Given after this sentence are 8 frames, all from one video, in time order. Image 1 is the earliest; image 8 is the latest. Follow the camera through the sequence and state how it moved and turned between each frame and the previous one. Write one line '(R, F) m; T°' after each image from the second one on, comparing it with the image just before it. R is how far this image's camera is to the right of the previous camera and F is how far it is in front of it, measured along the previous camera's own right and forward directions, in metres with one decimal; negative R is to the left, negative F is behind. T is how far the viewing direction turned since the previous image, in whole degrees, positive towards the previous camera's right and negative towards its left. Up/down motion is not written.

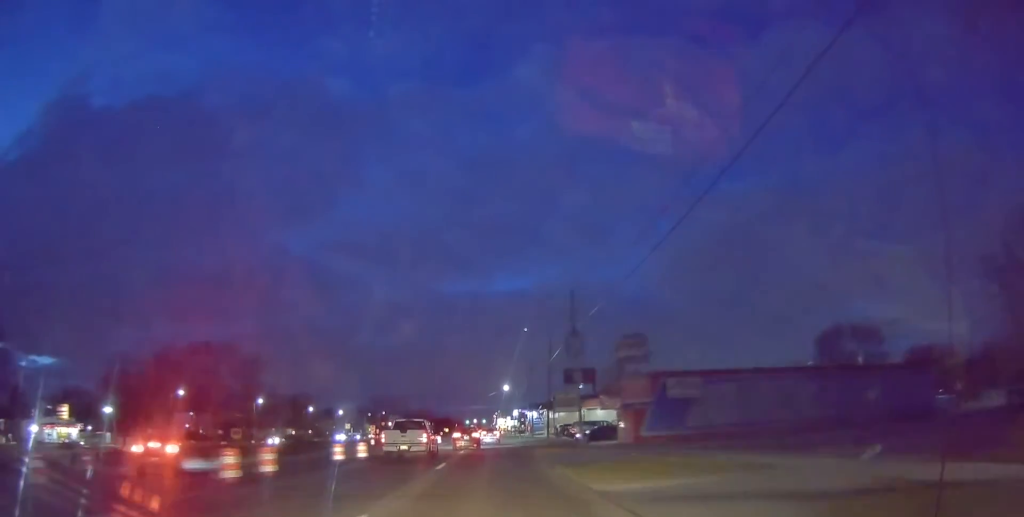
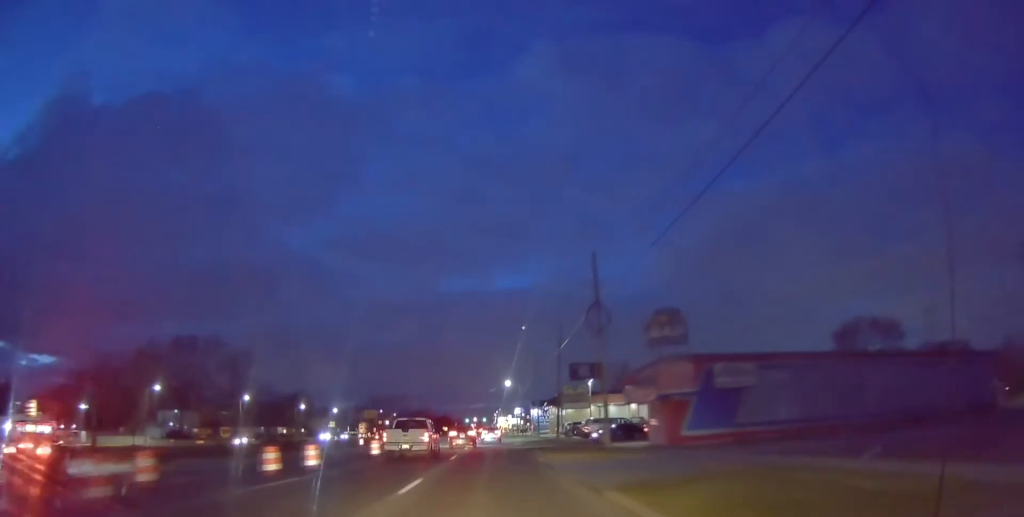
(+0.2, +8.4) m; 0°
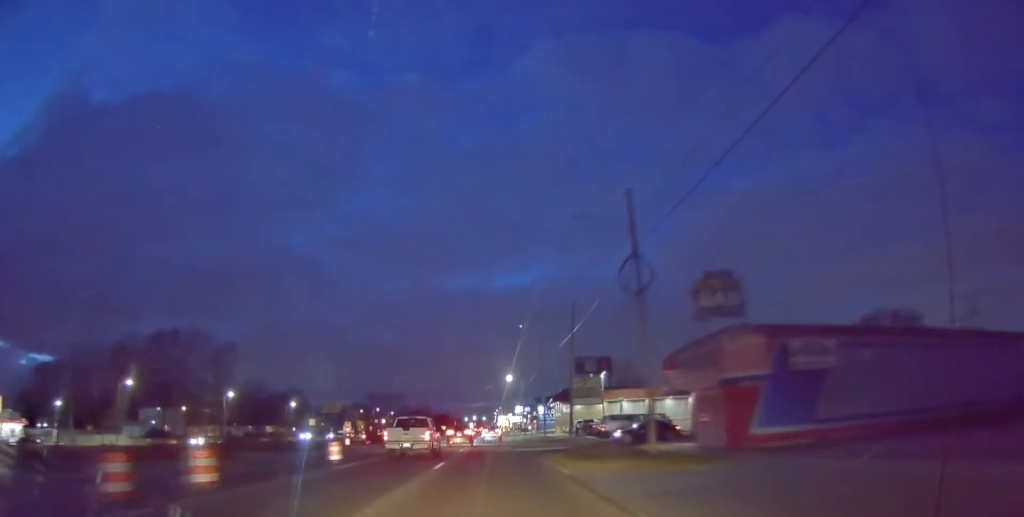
(-0.1, +8.5) m; 0°
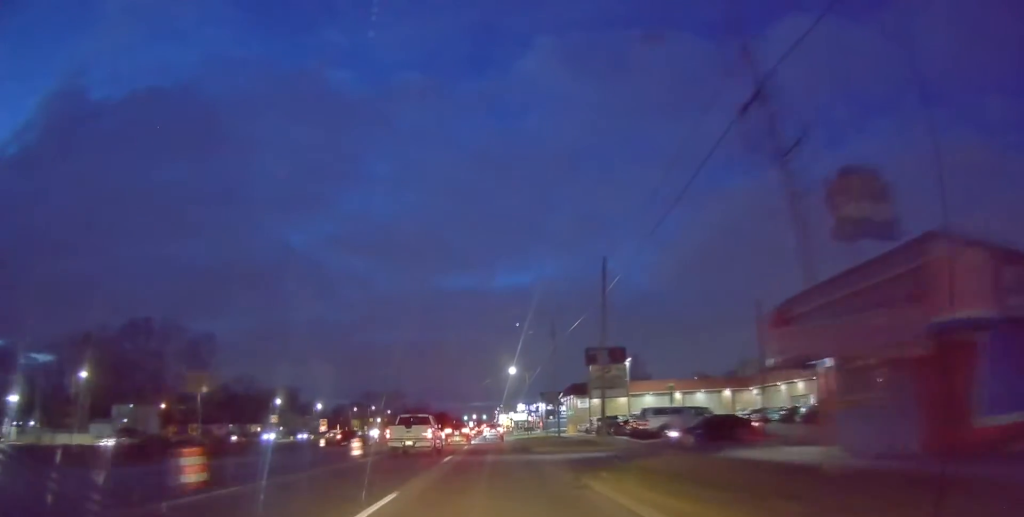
(-0.3, +12.1) m; +1°
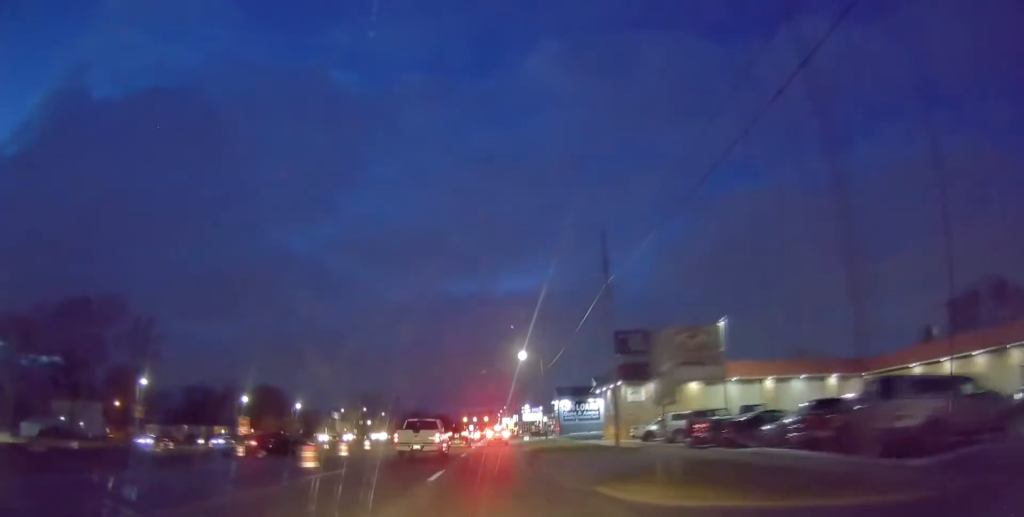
(+0.5, +22.6) m; 0°
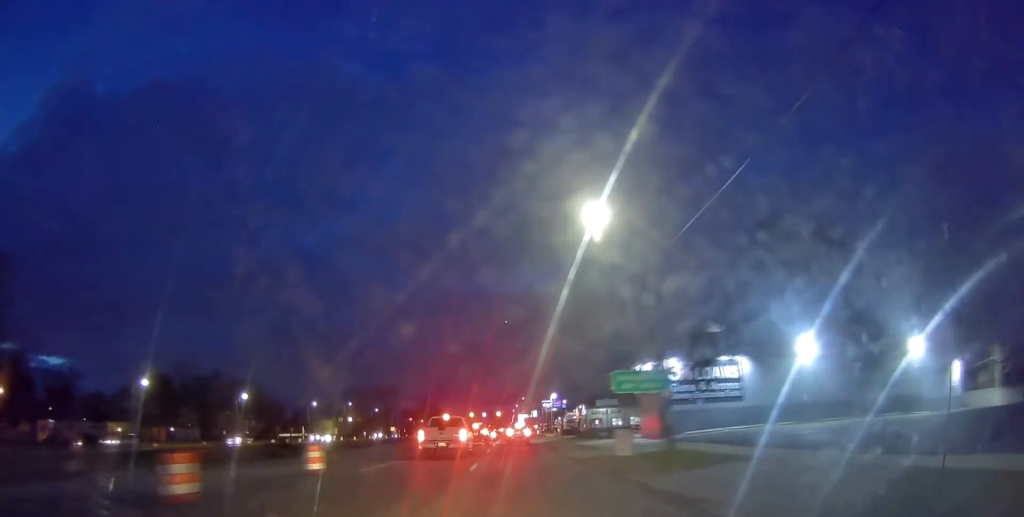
(+0.3, +45.2) m; -2°
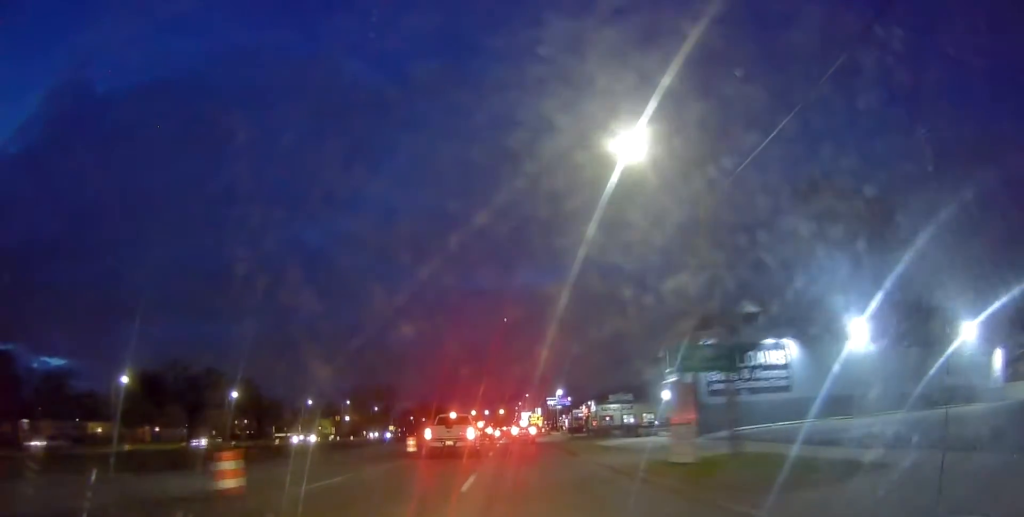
(-0.4, +6.3) m; -1°
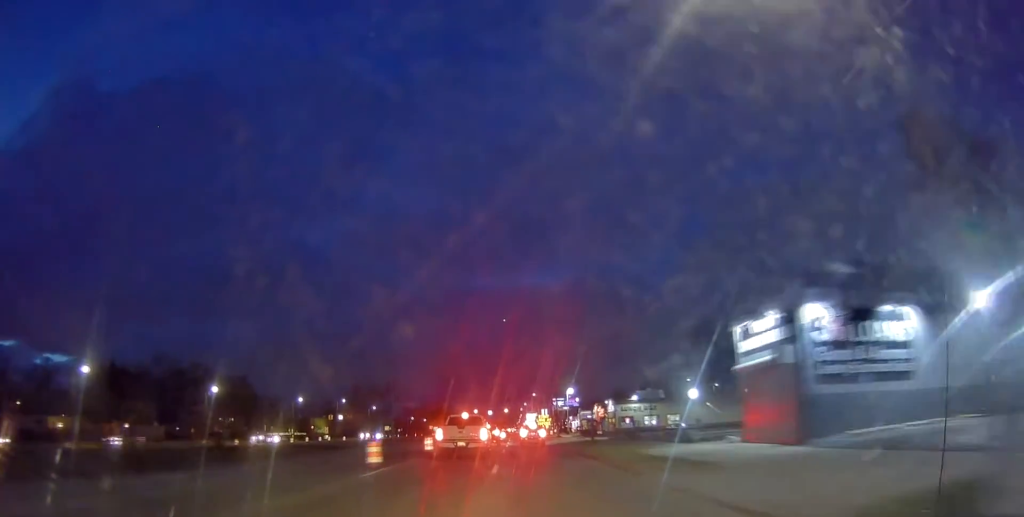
(-1.1, +10.8) m; 0°
